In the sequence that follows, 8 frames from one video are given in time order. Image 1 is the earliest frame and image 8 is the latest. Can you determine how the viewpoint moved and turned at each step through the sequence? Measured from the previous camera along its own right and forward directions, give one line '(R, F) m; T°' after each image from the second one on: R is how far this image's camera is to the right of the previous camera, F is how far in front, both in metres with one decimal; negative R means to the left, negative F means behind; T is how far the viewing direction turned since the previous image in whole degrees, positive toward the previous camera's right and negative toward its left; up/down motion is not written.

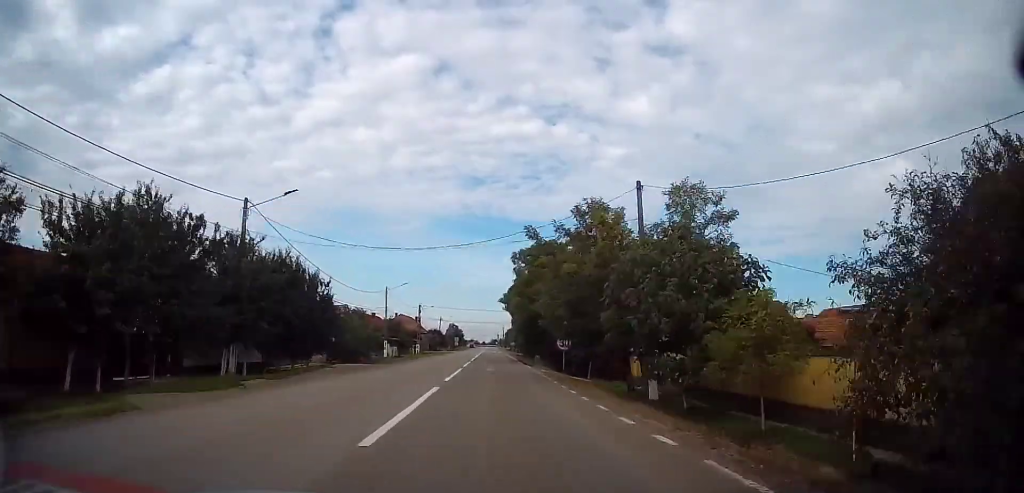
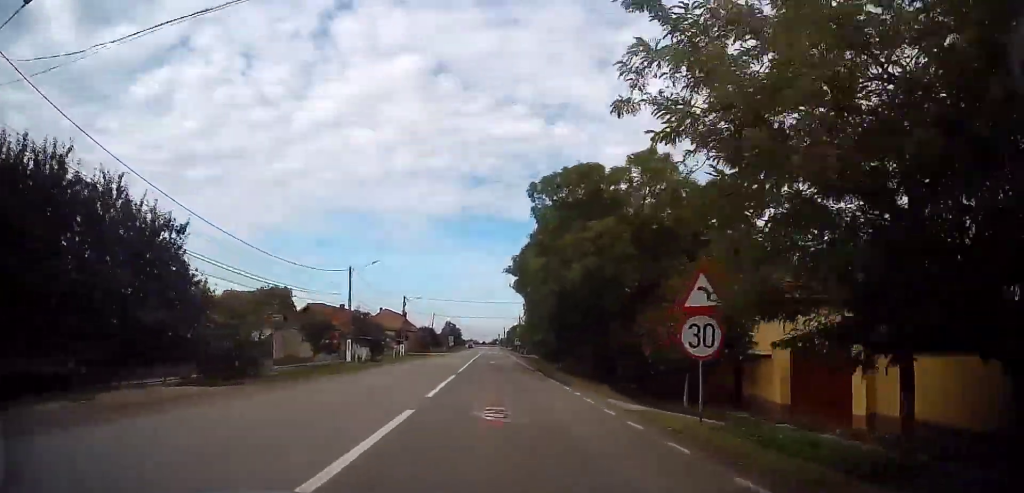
(0.0, +16.6) m; 0°
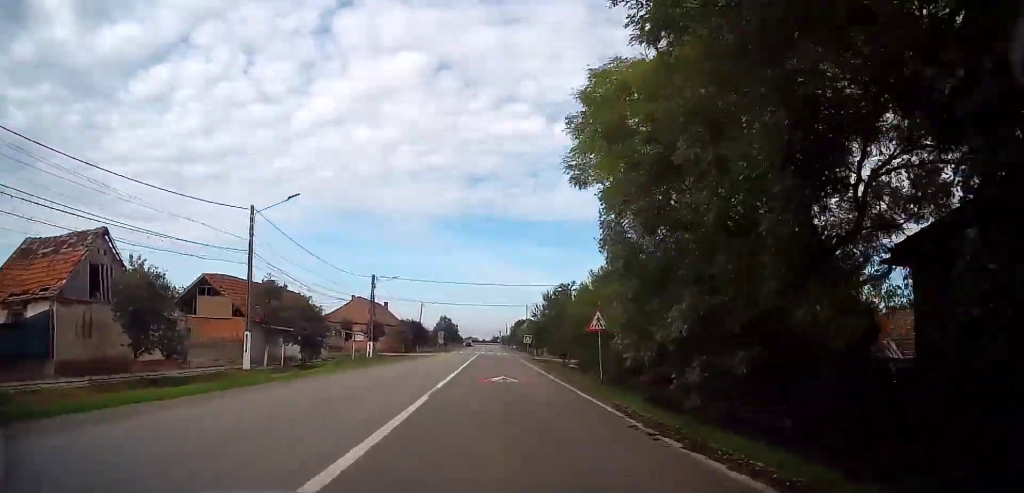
(0.0, +20.2) m; 0°
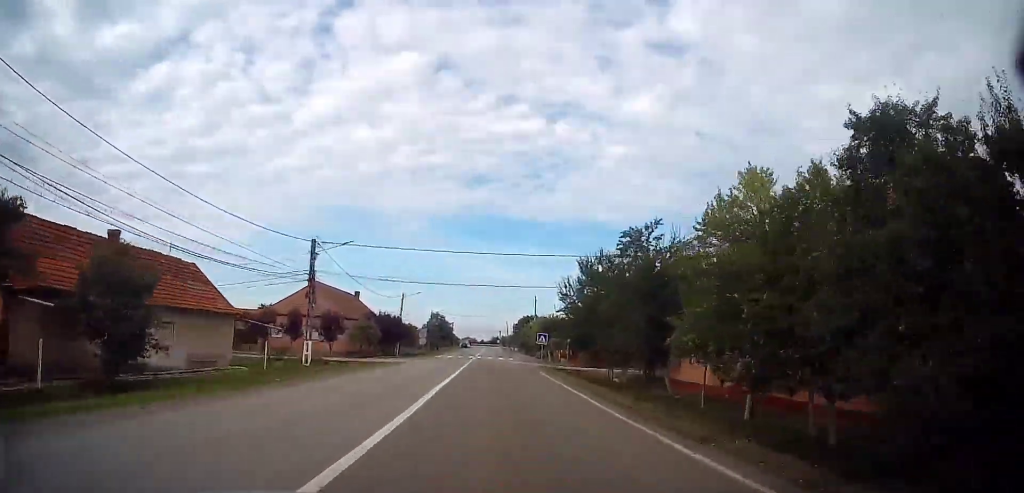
(0.0, +18.5) m; +1°
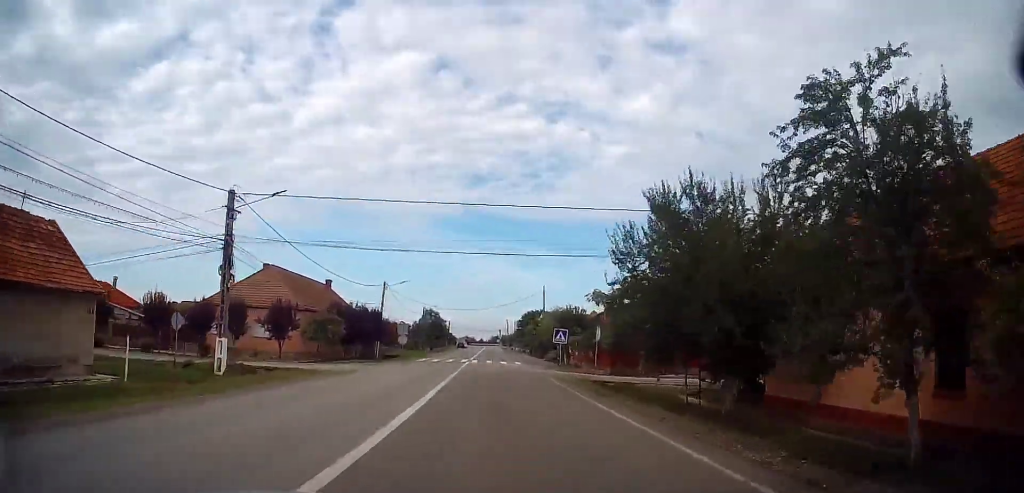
(0.0, +12.0) m; +1°
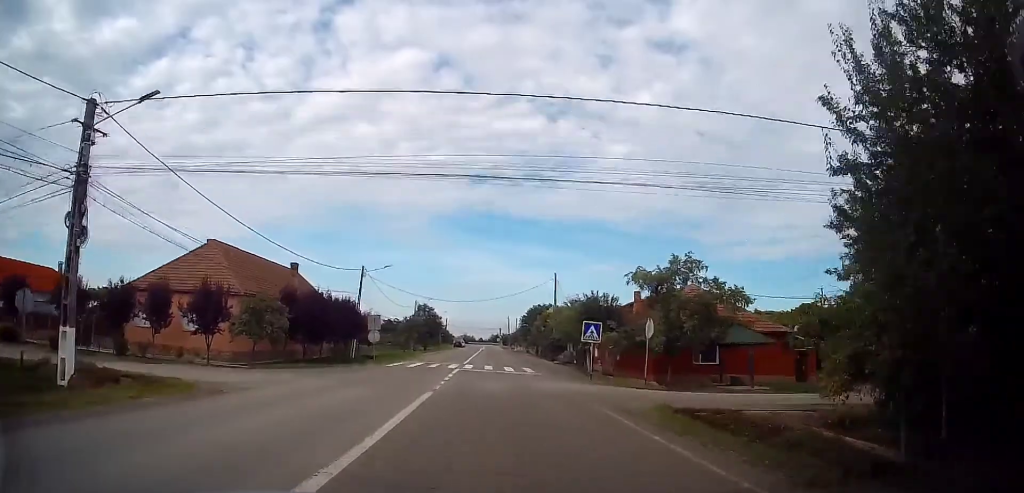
(+0.1, +10.4) m; -1°
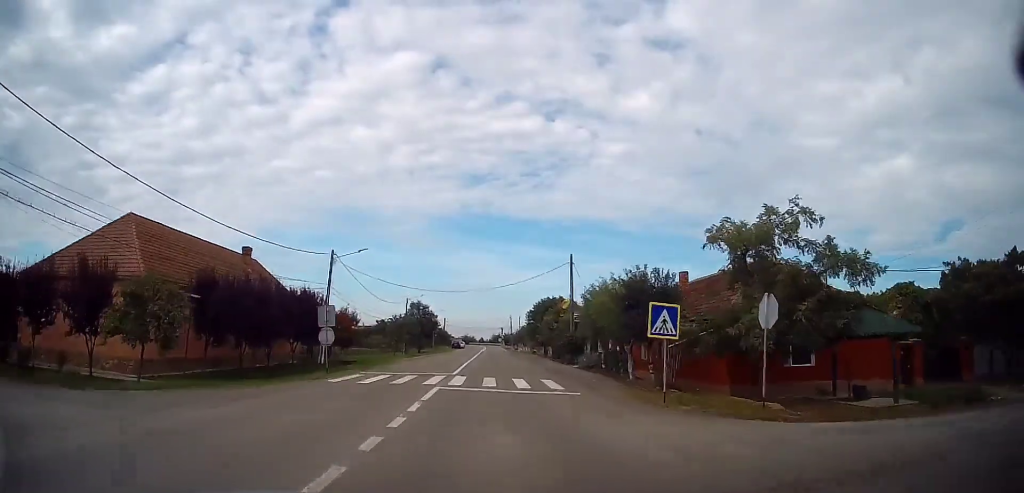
(+0.1, +9.7) m; 0°
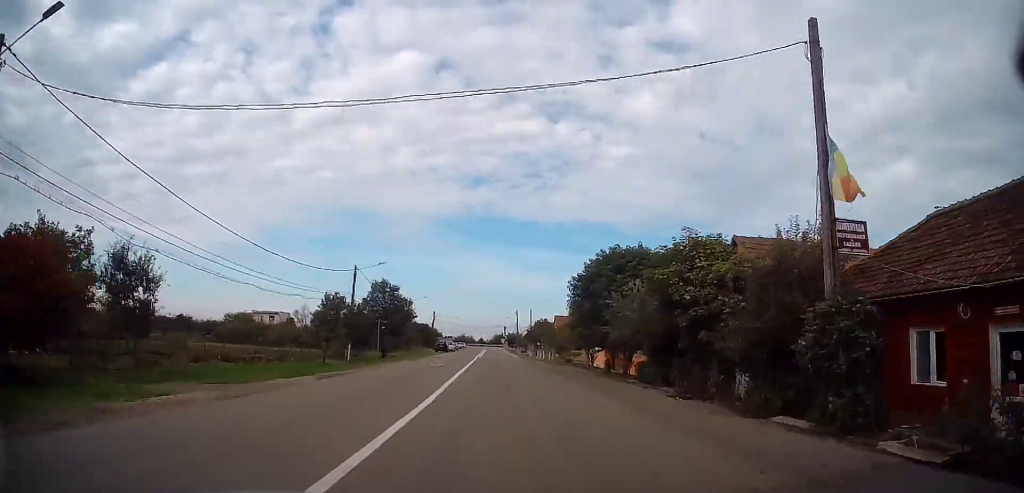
(-0.1, +31.2) m; 0°
